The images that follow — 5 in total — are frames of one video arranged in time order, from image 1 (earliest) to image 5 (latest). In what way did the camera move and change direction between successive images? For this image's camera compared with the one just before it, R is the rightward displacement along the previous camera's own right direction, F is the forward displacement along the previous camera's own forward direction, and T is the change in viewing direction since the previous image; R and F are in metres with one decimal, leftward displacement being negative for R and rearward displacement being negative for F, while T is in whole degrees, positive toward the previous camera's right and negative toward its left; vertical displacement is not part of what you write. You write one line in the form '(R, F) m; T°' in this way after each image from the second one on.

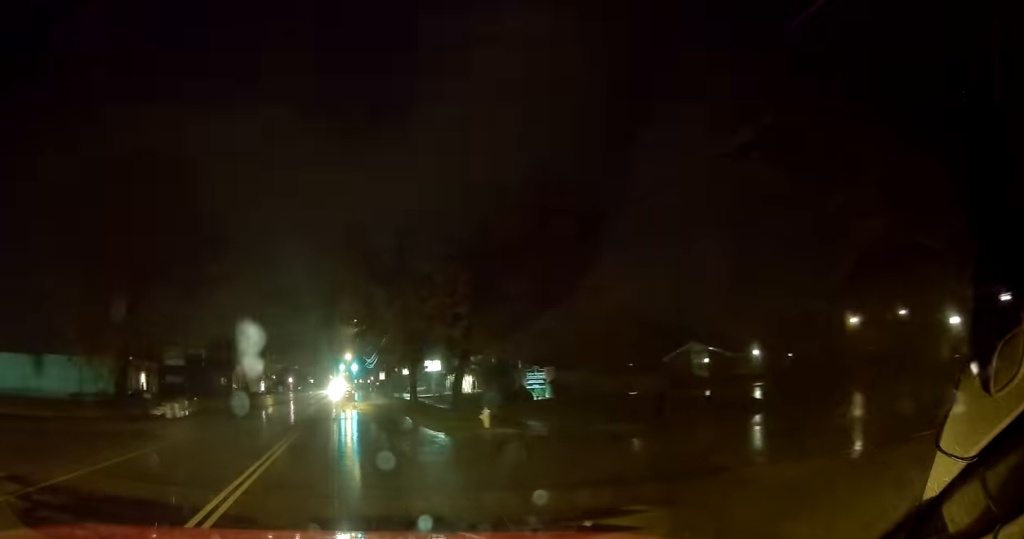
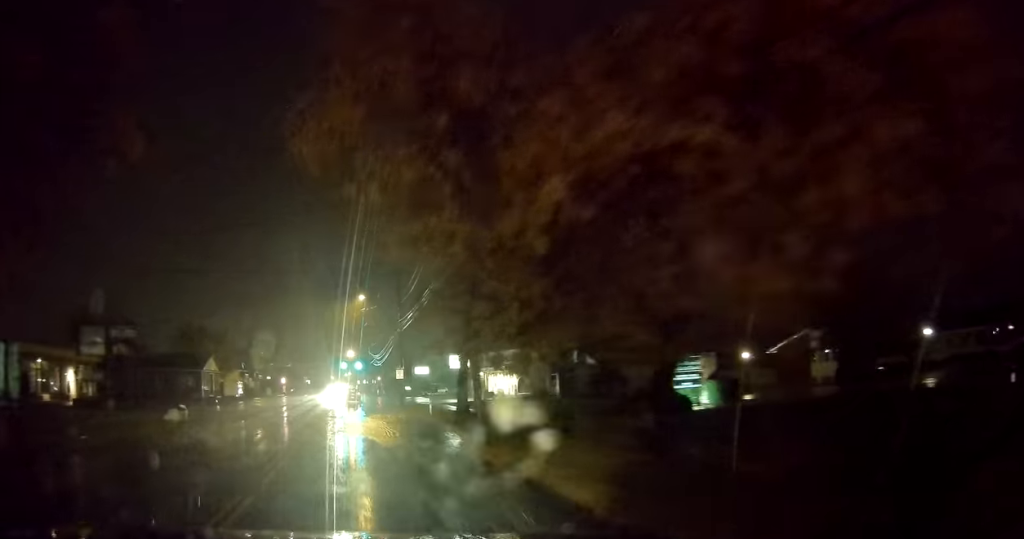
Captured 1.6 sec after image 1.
(0.0, +20.5) m; 0°
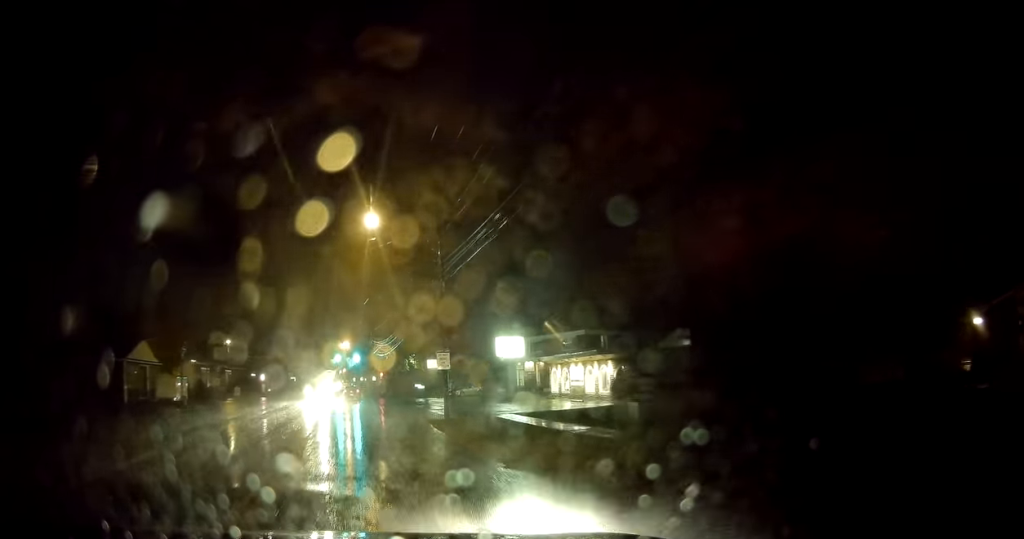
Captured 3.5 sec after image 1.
(+0.1, +23.8) m; 0°
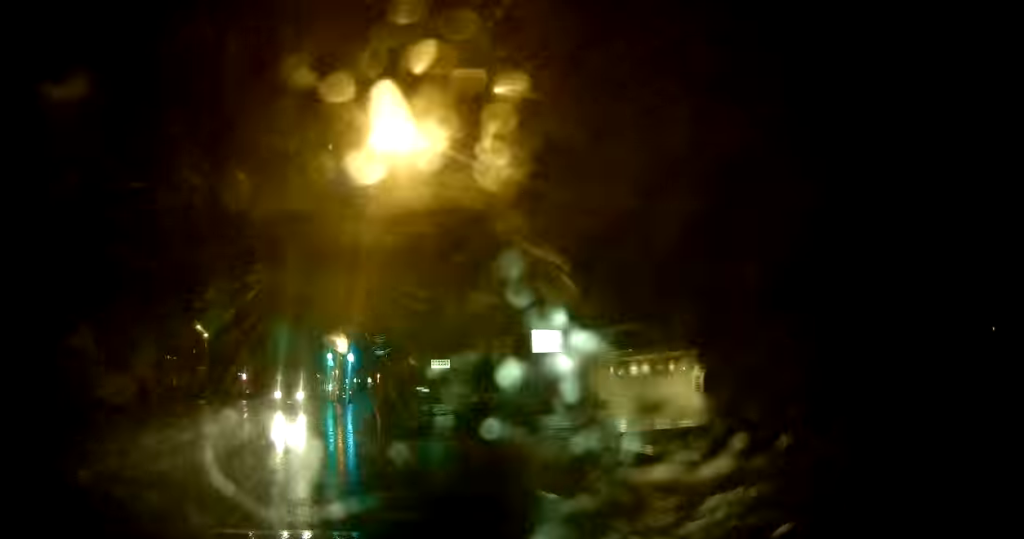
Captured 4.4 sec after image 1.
(0.0, +11.2) m; +1°
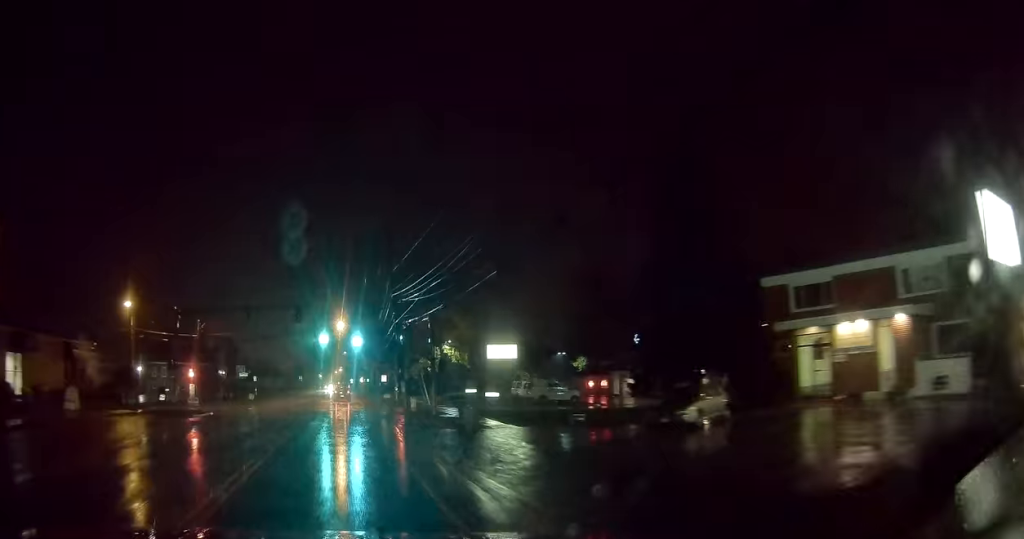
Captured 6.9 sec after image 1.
(+0.3, +31.0) m; -1°
